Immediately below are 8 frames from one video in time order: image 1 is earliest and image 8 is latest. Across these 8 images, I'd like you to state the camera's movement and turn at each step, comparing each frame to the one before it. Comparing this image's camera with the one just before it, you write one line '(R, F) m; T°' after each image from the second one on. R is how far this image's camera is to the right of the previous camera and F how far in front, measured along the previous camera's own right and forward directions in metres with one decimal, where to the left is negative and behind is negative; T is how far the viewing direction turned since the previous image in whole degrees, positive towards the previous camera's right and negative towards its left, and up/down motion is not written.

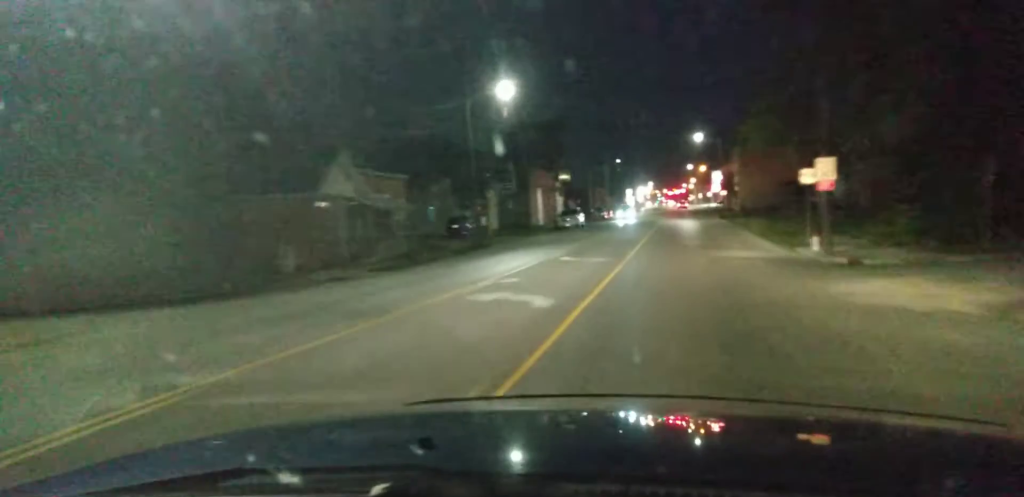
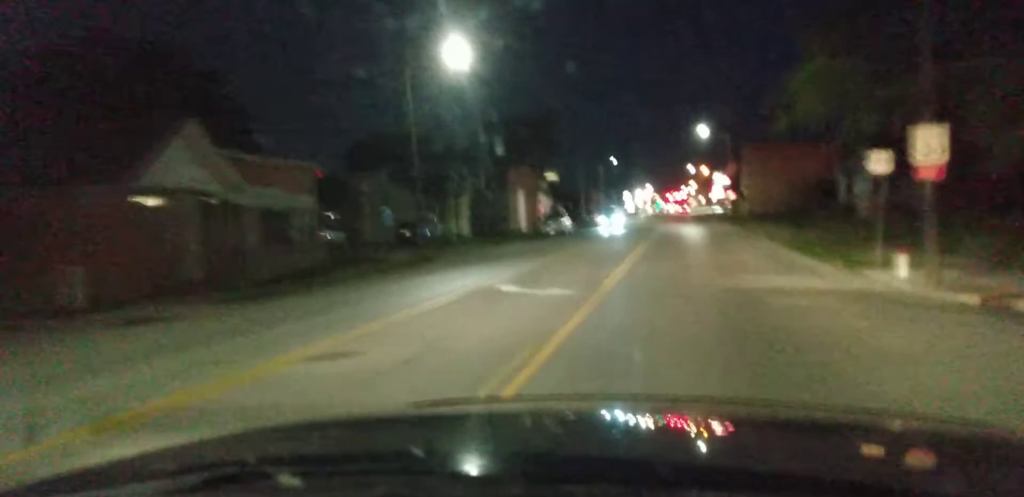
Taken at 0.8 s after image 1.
(-0.1, +10.5) m; 0°
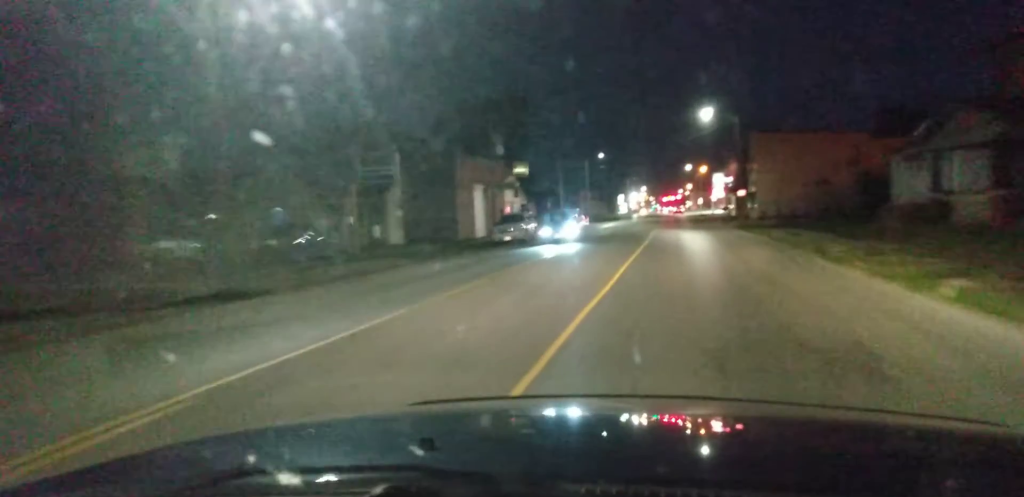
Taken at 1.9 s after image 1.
(0.0, +15.4) m; 0°
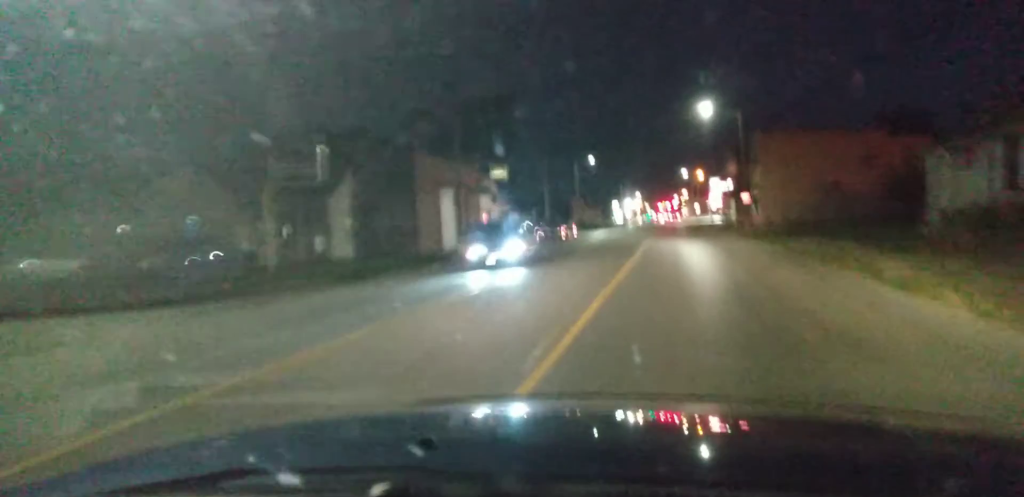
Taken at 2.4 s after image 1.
(0.0, +6.3) m; 0°
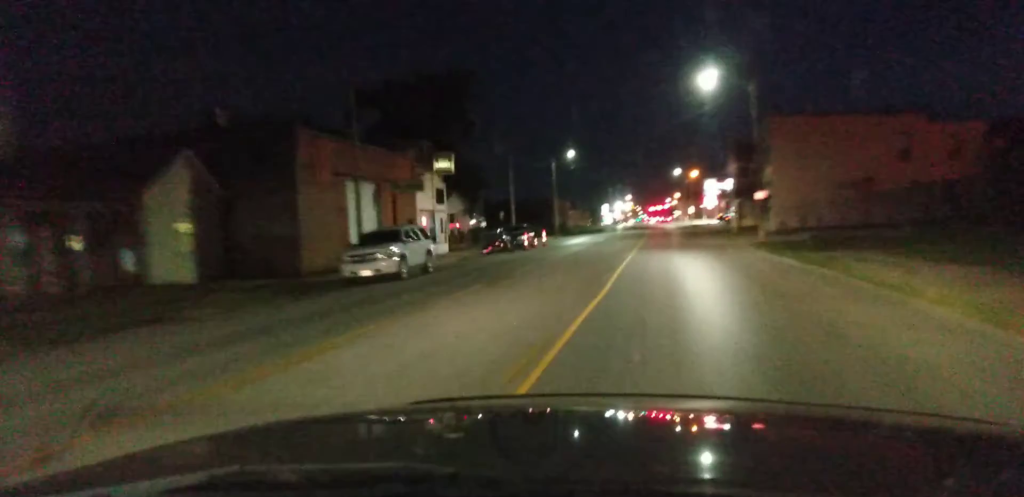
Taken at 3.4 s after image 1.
(-0.1, +13.3) m; 0°
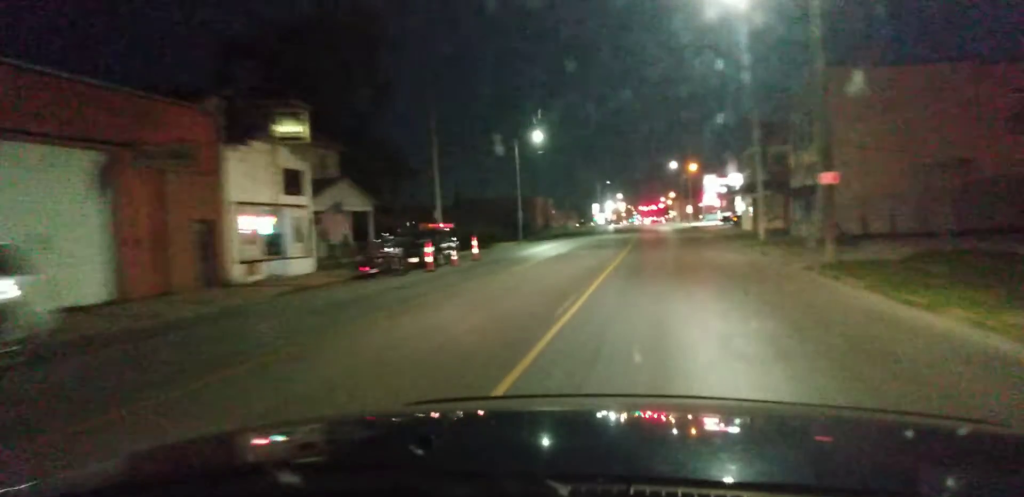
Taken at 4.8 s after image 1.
(+0.1, +19.0) m; +1°
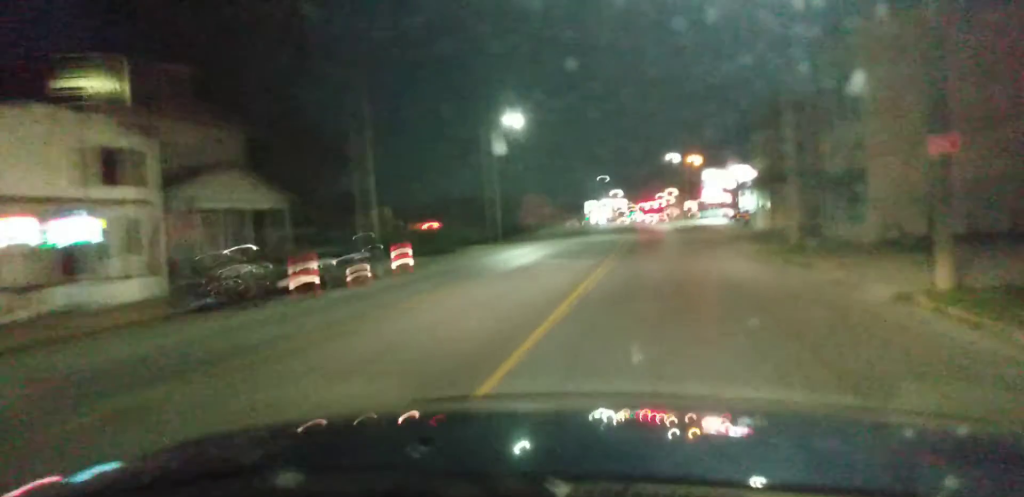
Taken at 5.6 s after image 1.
(0.0, +9.9) m; +1°
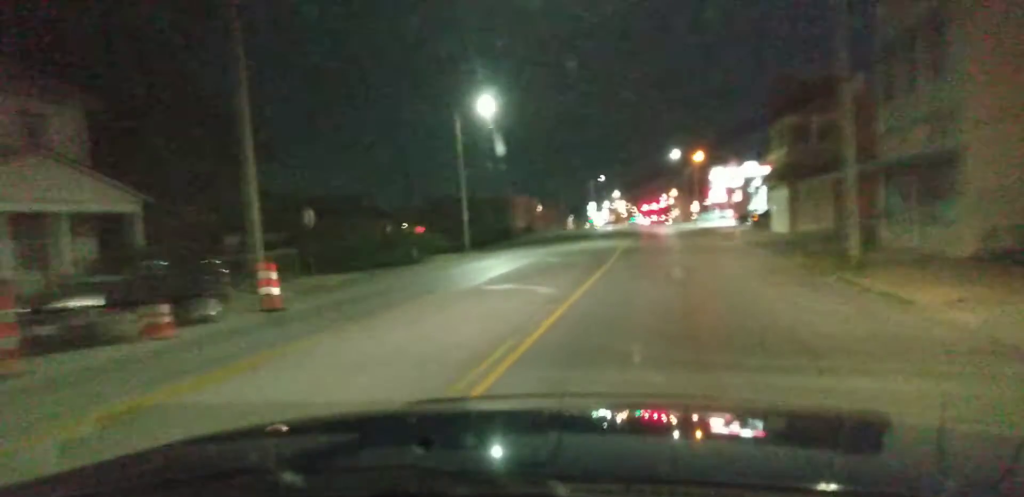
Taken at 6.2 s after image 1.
(0.0, +8.6) m; 0°
